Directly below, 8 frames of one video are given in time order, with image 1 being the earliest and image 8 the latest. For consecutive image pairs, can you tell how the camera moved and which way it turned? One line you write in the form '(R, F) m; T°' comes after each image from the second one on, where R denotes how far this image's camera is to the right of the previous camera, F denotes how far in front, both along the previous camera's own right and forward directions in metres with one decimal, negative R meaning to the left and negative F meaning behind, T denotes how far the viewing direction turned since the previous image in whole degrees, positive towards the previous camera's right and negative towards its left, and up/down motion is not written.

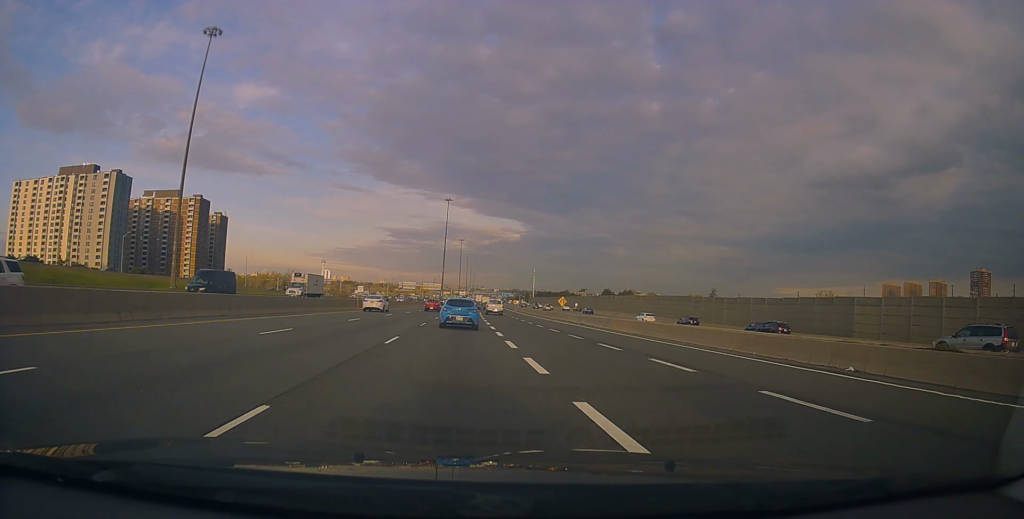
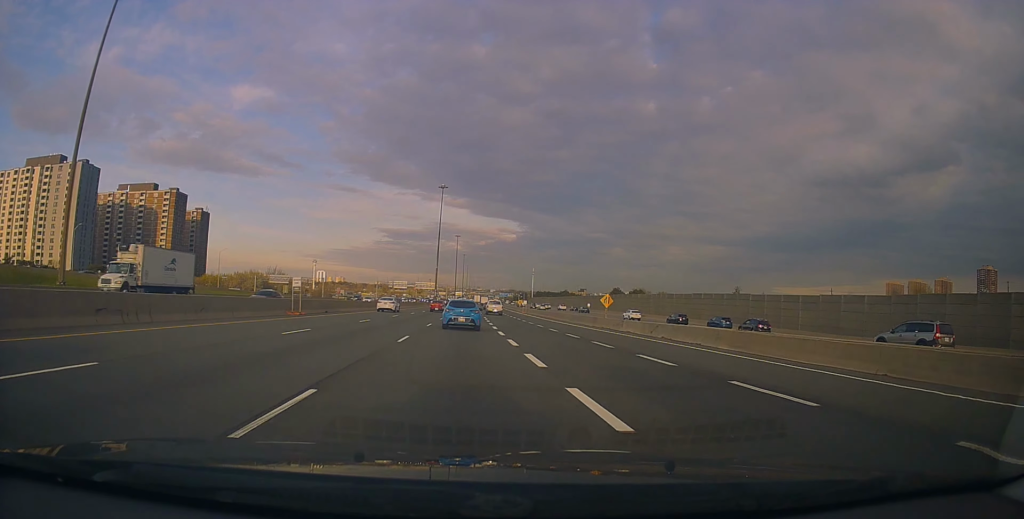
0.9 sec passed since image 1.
(-0.5, +22.8) m; 0°
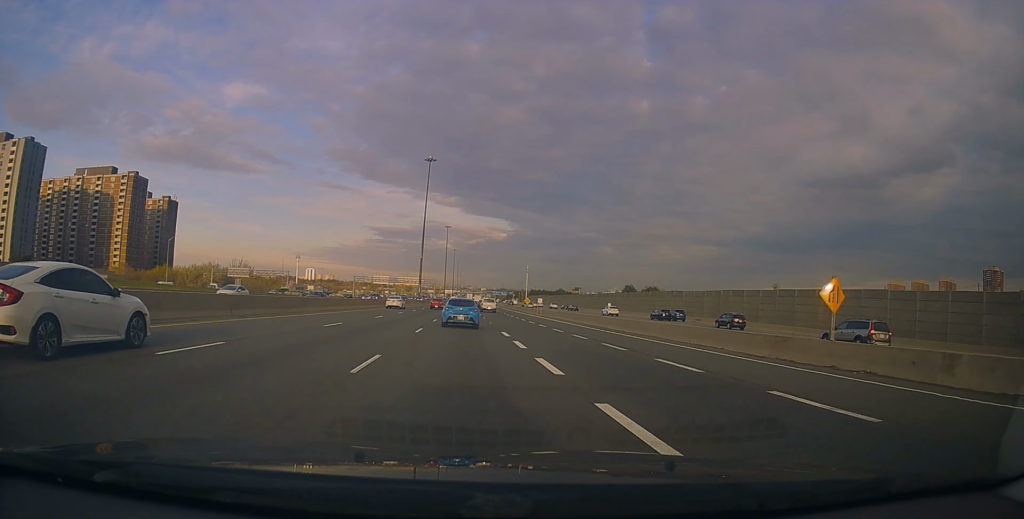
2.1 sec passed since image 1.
(+0.6, +31.2) m; +1°
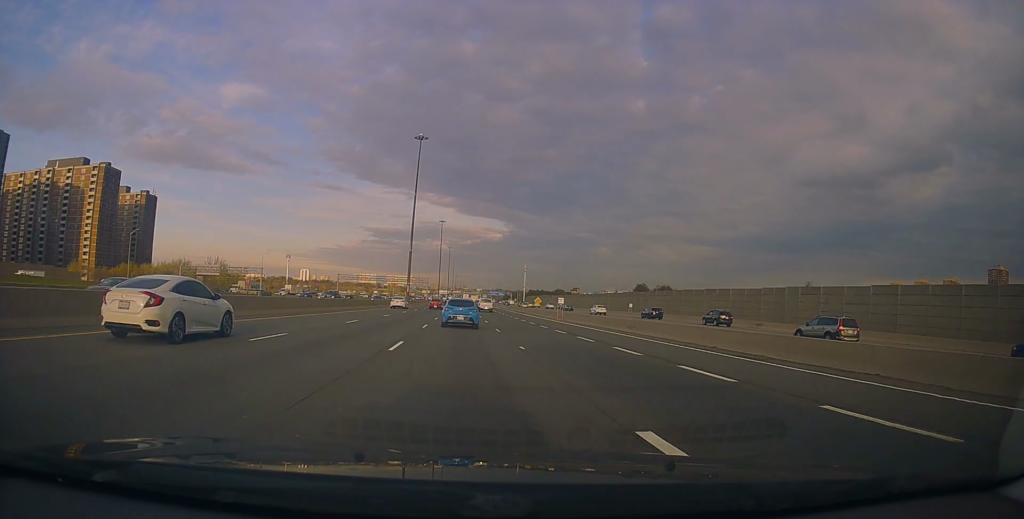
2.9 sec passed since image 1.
(-0.1, +20.2) m; 0°
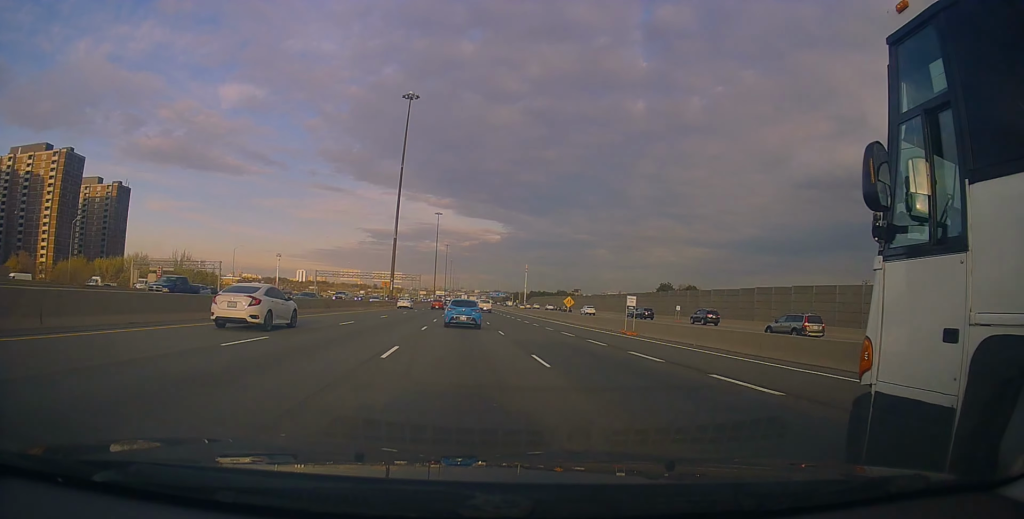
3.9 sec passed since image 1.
(+0.1, +25.6) m; +1°
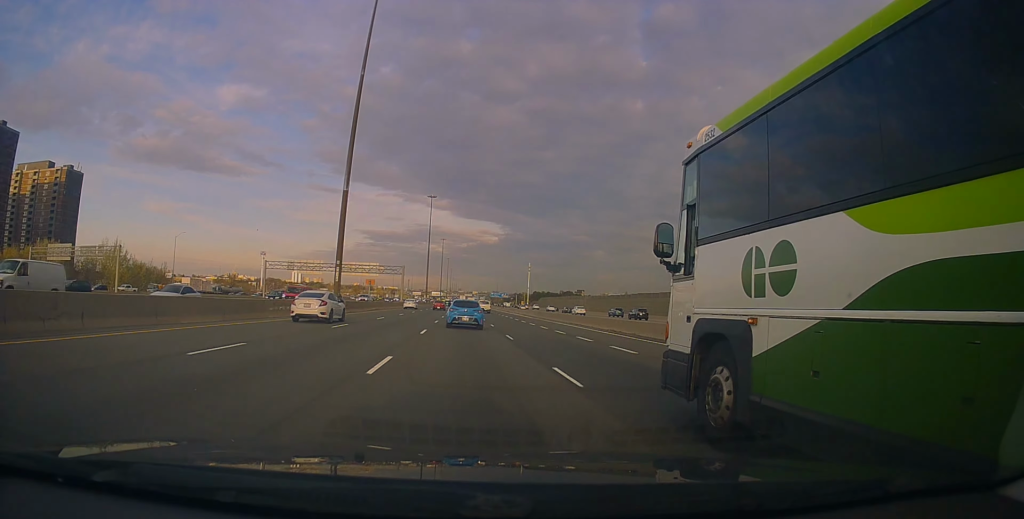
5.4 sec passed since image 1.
(+0.1, +39.5) m; -1°
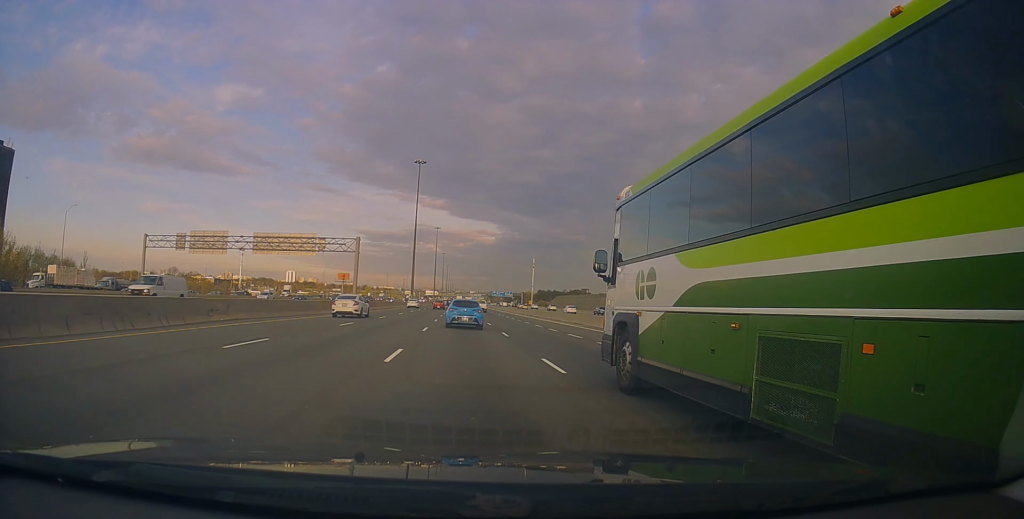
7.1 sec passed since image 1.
(+0.4, +46.8) m; +1°
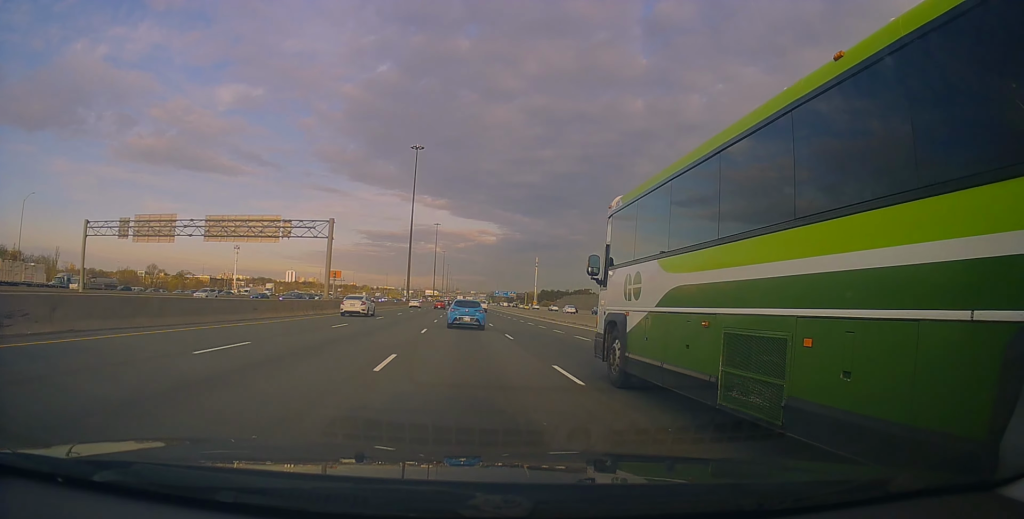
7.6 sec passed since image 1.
(-0.2, +13.6) m; 0°
